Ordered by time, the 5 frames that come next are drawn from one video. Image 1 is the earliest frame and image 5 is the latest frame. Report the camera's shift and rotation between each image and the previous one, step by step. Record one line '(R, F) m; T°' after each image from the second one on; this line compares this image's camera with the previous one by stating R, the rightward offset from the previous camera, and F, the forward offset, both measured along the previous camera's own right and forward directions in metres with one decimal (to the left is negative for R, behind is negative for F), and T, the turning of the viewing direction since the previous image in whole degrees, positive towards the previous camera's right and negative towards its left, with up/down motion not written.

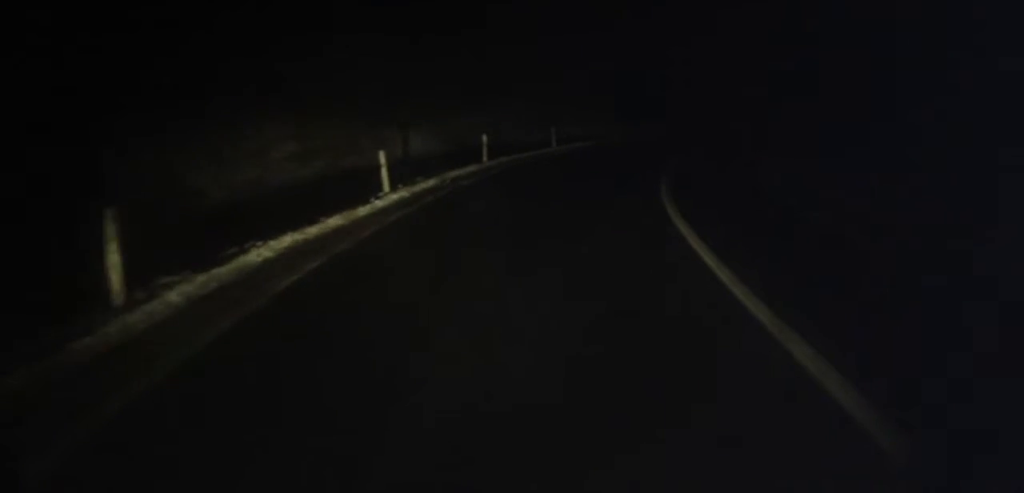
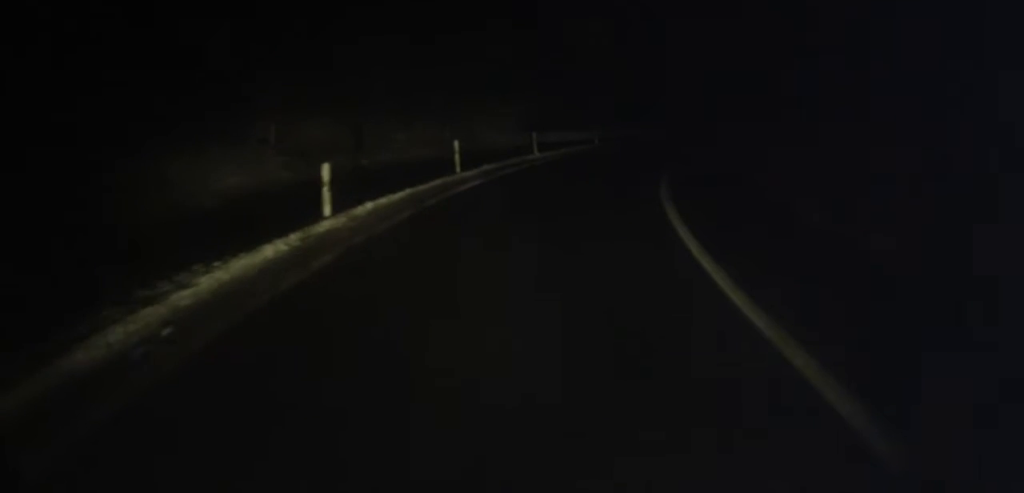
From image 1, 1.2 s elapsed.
(+1.3, +10.9) m; +8°
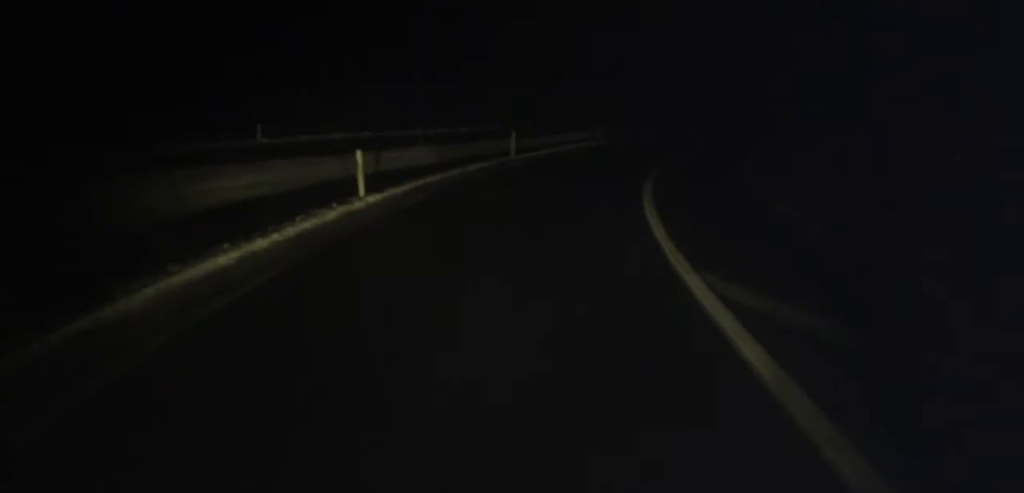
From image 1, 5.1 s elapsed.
(+8.0, +33.1) m; +32°
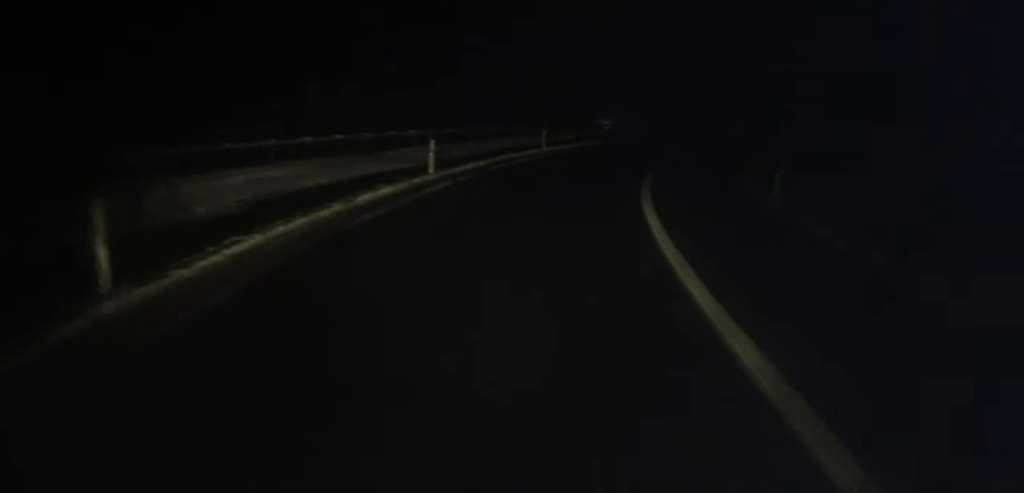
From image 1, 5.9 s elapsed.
(+0.5, +8.1) m; +7°
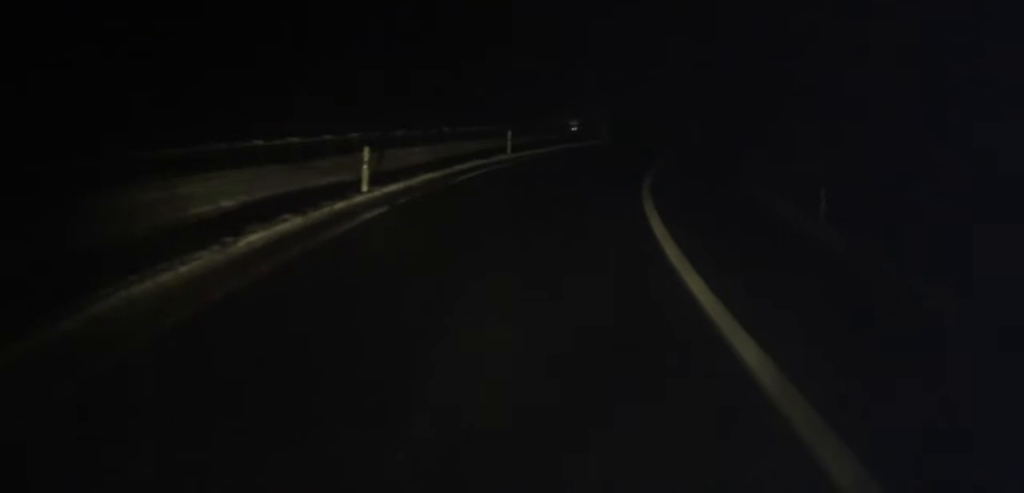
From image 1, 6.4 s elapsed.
(0.0, +4.8) m; +4°
